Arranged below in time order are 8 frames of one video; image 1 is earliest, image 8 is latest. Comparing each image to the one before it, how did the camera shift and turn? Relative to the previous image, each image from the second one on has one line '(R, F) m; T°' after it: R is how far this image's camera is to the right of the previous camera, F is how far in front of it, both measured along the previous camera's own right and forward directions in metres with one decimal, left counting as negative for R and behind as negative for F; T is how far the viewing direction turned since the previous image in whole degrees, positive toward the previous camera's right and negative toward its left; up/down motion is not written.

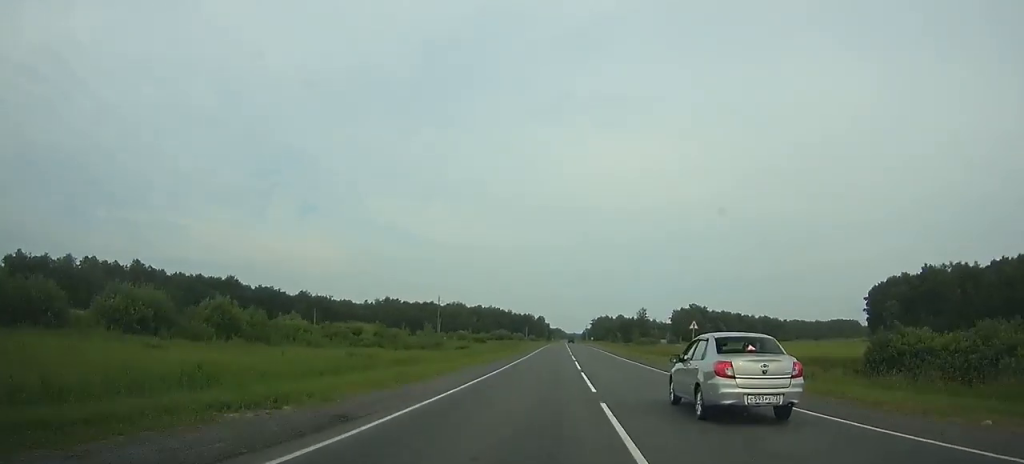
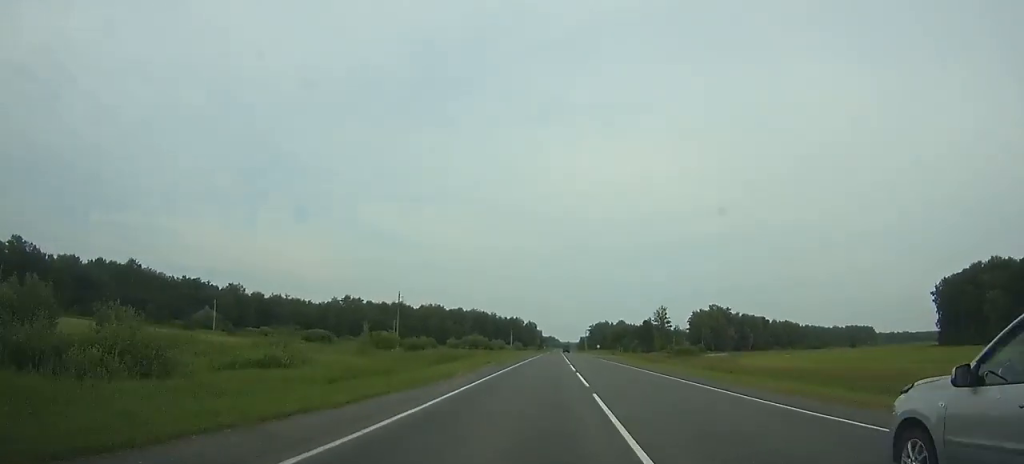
(+0.5, +57.0) m; +1°
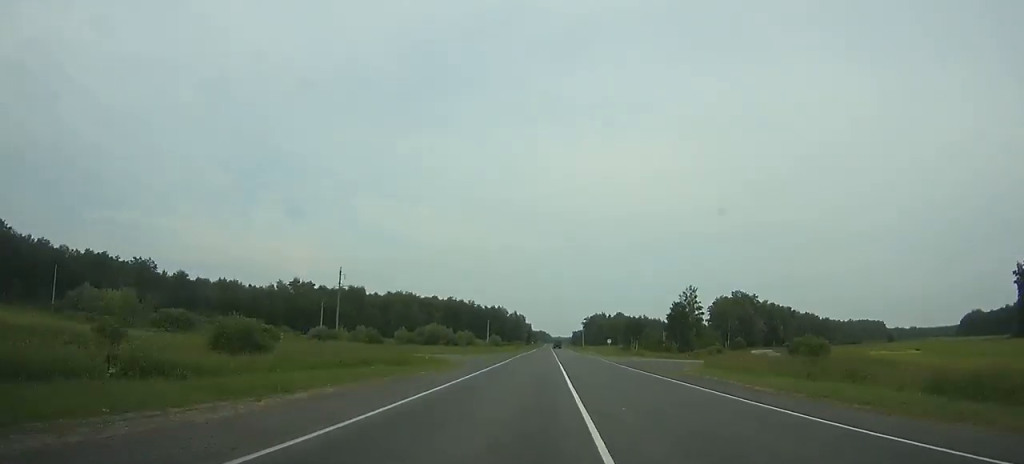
(+0.2, +49.3) m; 0°
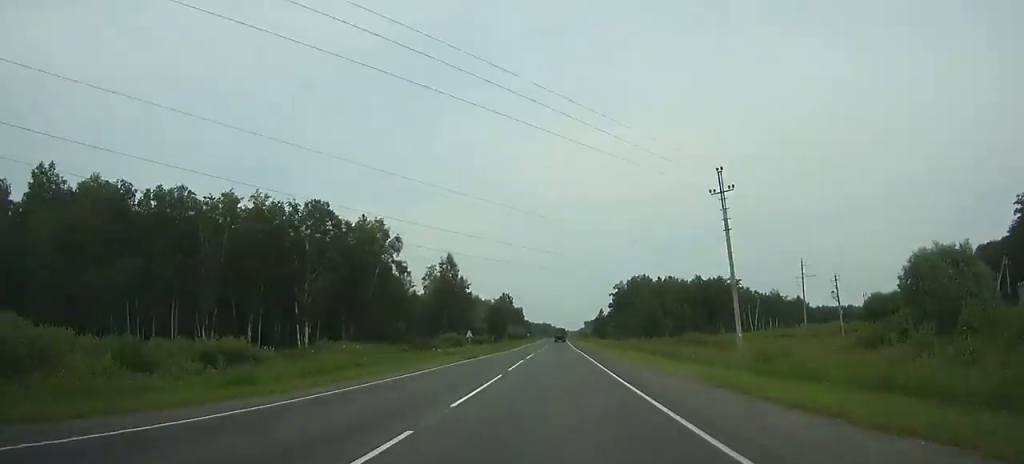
(+0.1, +184.8) m; 0°
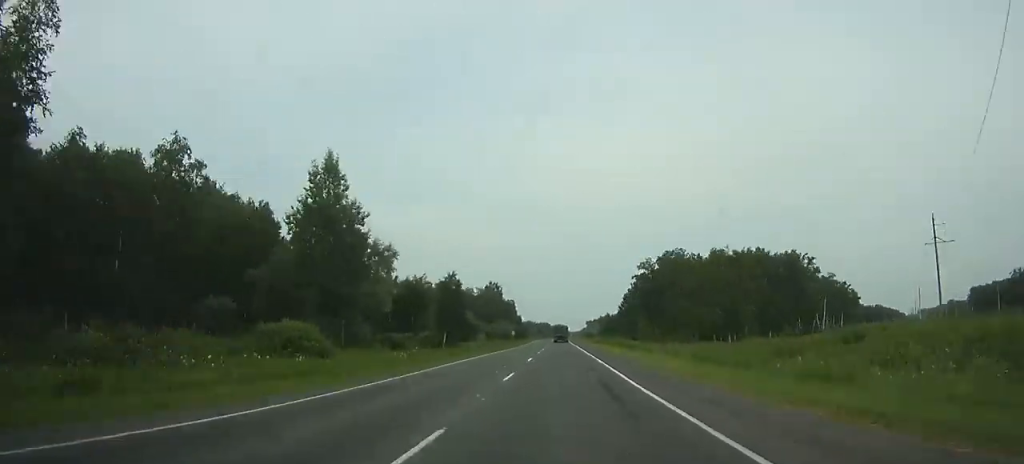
(-0.1, +56.8) m; 0°
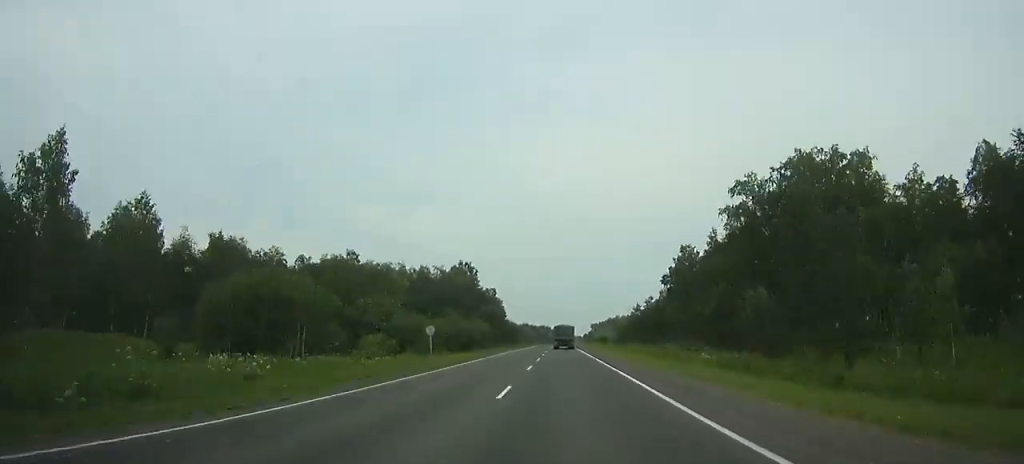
(-0.1, +74.7) m; 0°
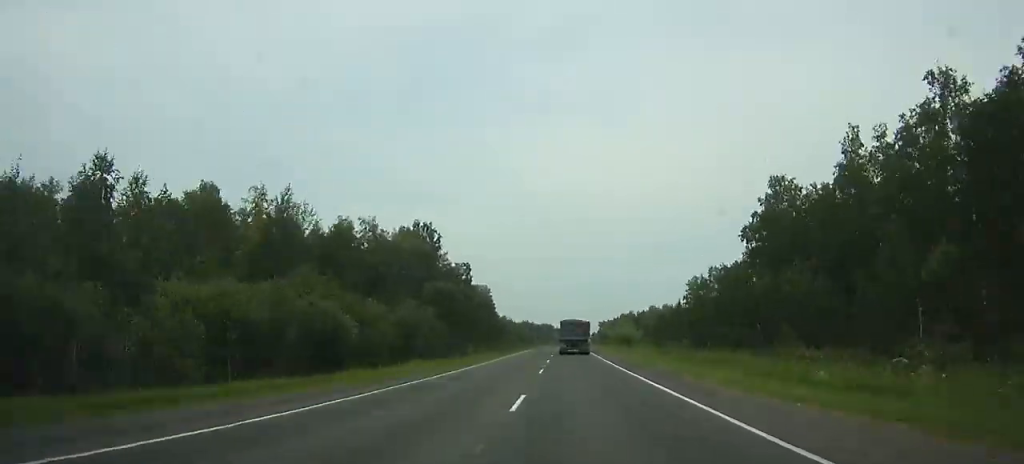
(0.0, +52.9) m; 0°
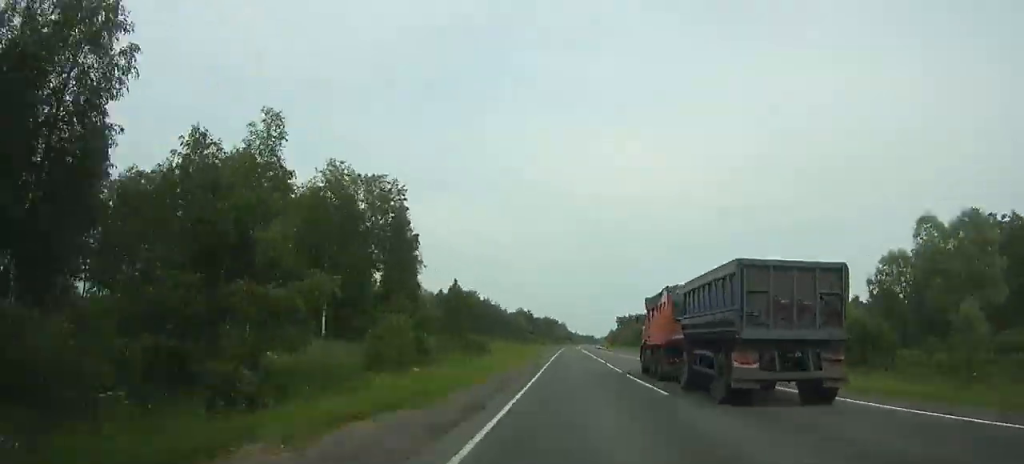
(-0.2, +116.6) m; +1°
